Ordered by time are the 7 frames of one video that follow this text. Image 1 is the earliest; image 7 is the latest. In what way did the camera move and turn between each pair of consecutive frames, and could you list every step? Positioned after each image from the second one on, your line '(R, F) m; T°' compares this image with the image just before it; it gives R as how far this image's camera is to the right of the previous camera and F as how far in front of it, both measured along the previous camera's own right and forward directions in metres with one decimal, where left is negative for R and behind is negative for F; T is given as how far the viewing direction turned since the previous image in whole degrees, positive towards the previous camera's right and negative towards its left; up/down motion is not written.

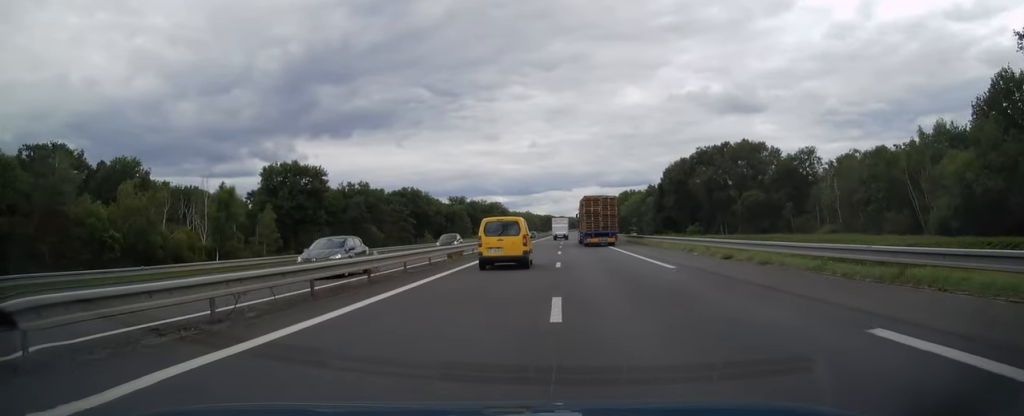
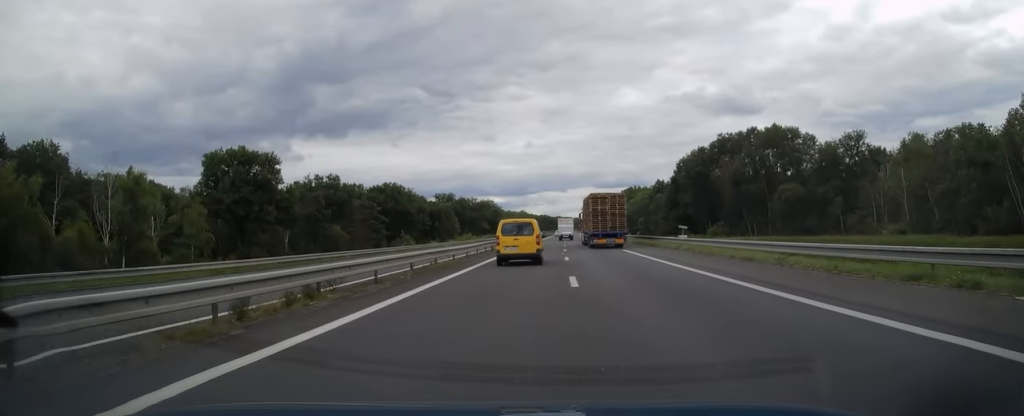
(0.0, +20.4) m; 0°
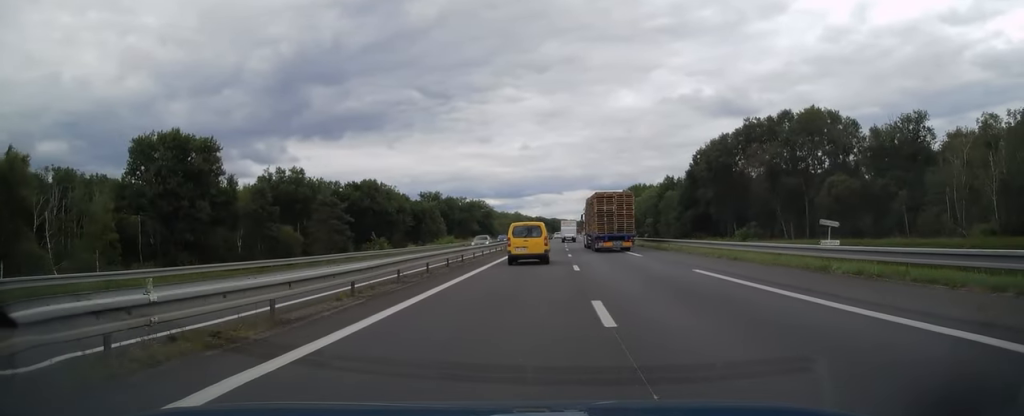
(0.0, +18.5) m; 0°
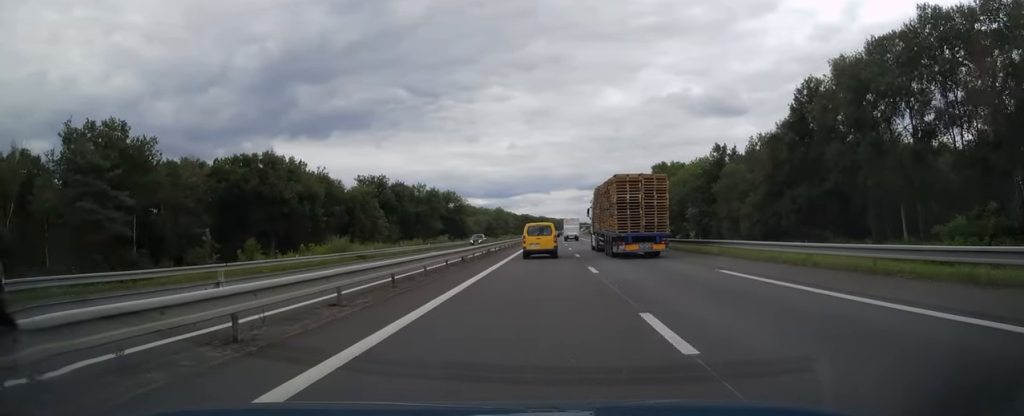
(+0.7, +52.5) m; +1°
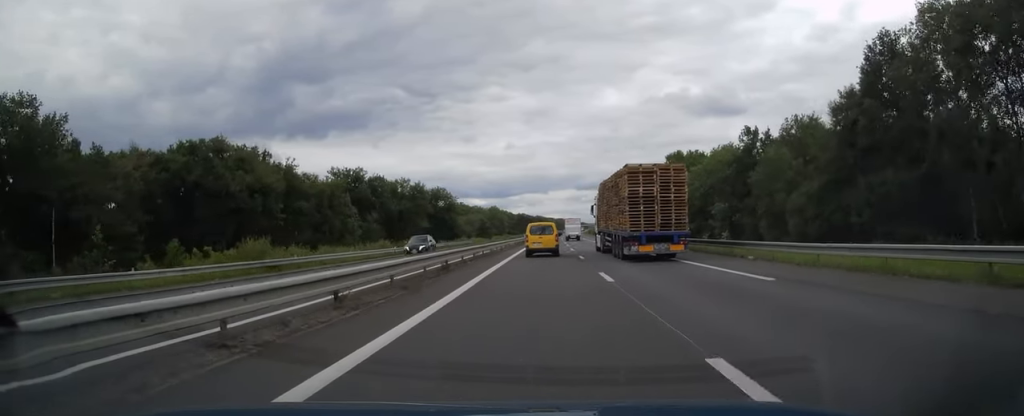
(+0.1, +16.1) m; 0°
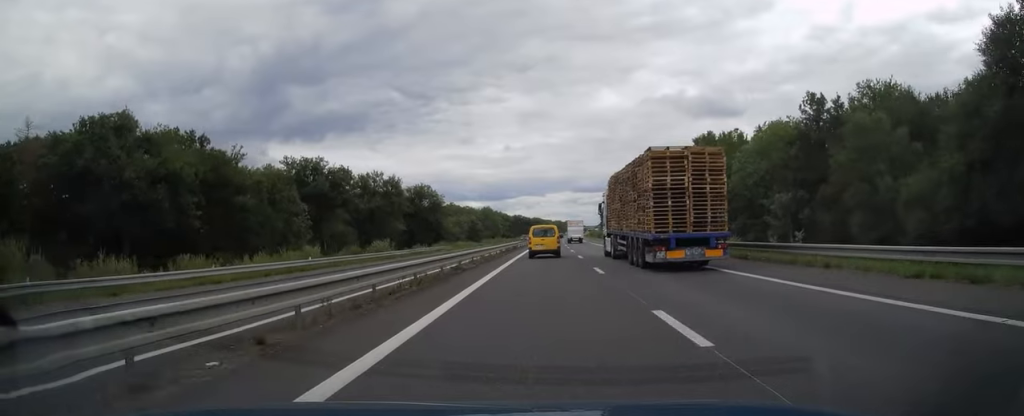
(+0.1, +21.5) m; 0°
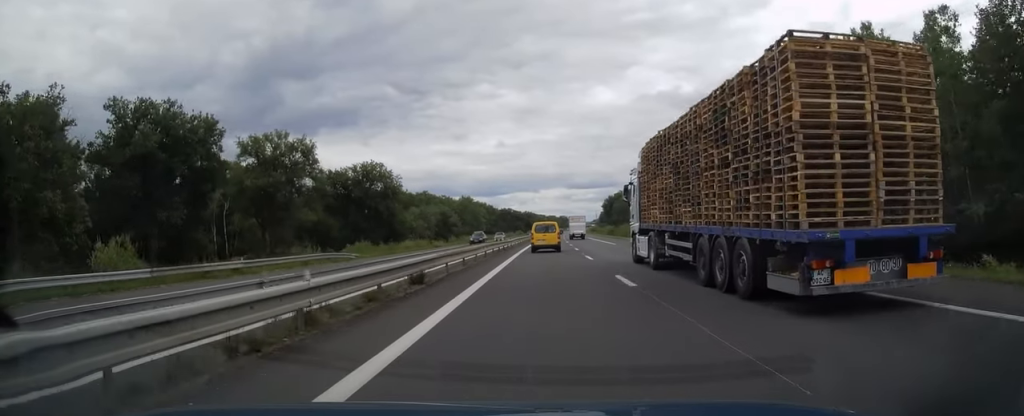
(+0.2, +44.4) m; +1°
